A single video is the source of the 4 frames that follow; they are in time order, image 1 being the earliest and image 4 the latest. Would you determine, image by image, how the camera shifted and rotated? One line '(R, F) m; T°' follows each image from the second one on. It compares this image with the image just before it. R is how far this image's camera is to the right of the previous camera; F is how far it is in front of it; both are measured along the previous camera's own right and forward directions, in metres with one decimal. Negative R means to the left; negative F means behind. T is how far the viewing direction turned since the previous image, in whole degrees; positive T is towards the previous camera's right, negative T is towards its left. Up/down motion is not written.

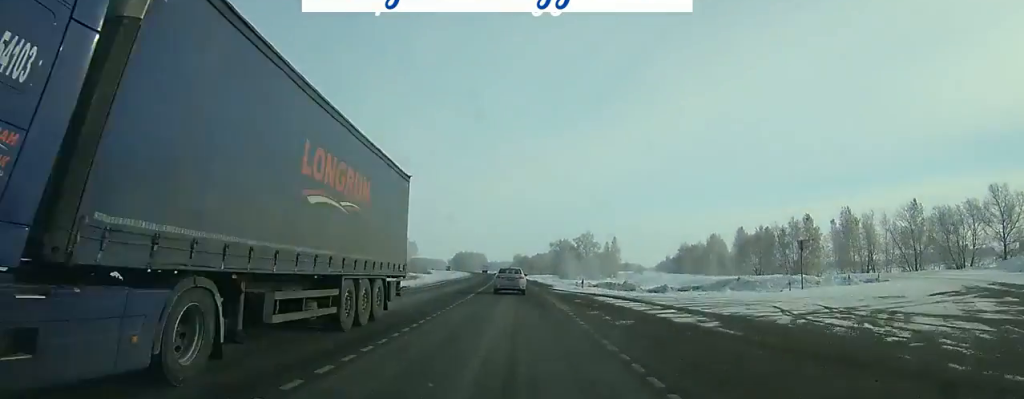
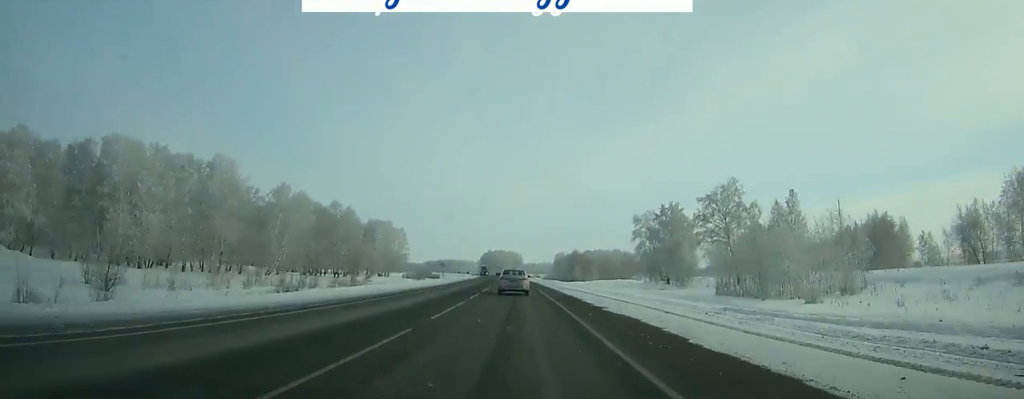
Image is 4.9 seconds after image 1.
(-3.5, +124.5) m; -3°
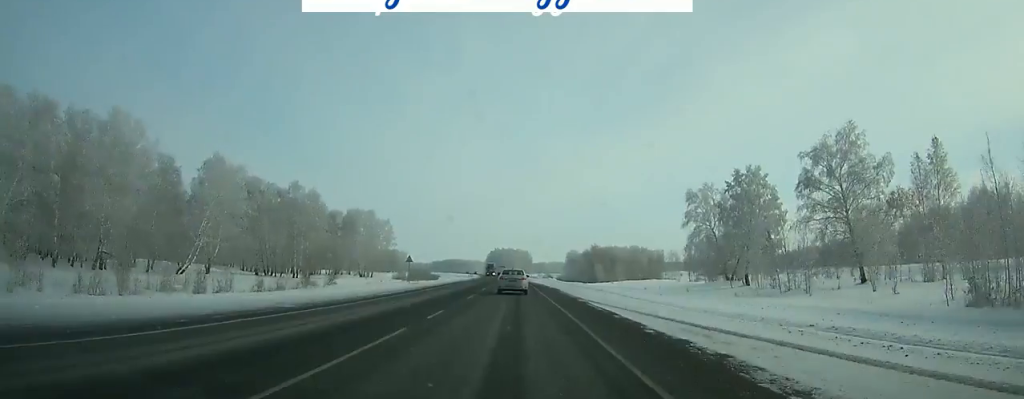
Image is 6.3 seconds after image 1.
(-0.4, +35.9) m; -1°
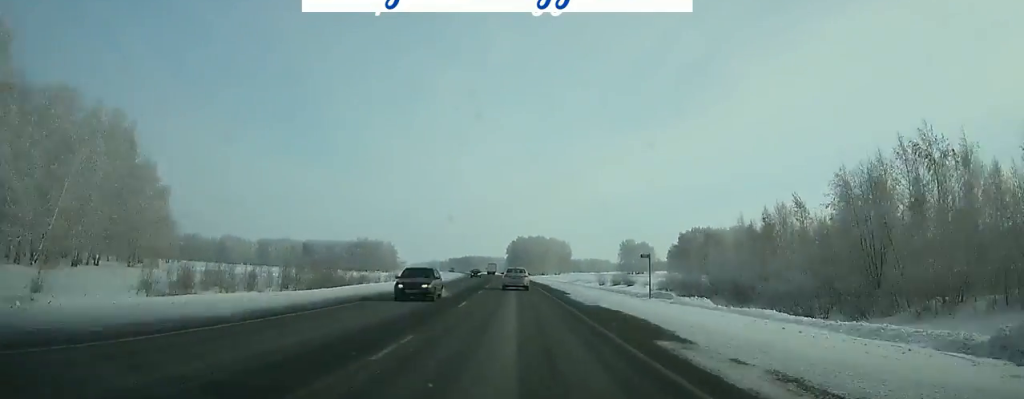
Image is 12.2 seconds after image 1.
(-4.1, +152.9) m; -4°
